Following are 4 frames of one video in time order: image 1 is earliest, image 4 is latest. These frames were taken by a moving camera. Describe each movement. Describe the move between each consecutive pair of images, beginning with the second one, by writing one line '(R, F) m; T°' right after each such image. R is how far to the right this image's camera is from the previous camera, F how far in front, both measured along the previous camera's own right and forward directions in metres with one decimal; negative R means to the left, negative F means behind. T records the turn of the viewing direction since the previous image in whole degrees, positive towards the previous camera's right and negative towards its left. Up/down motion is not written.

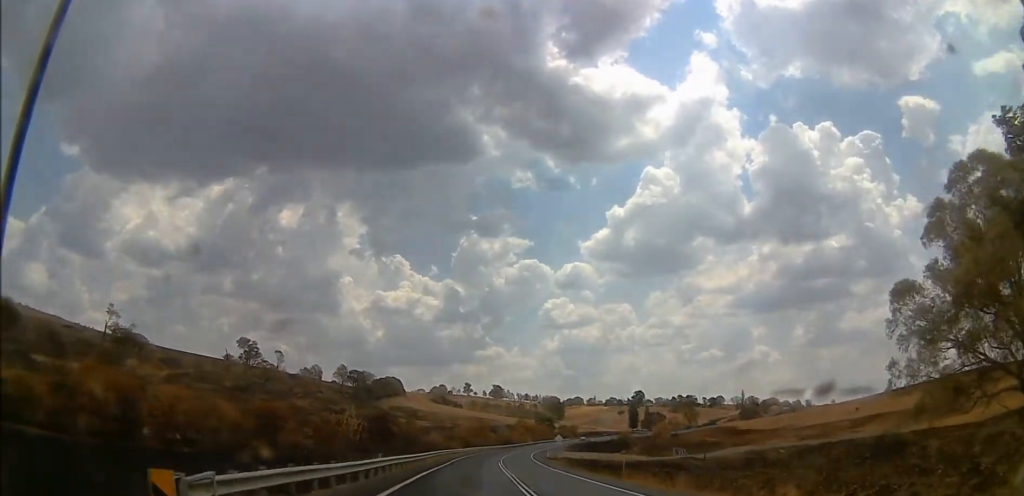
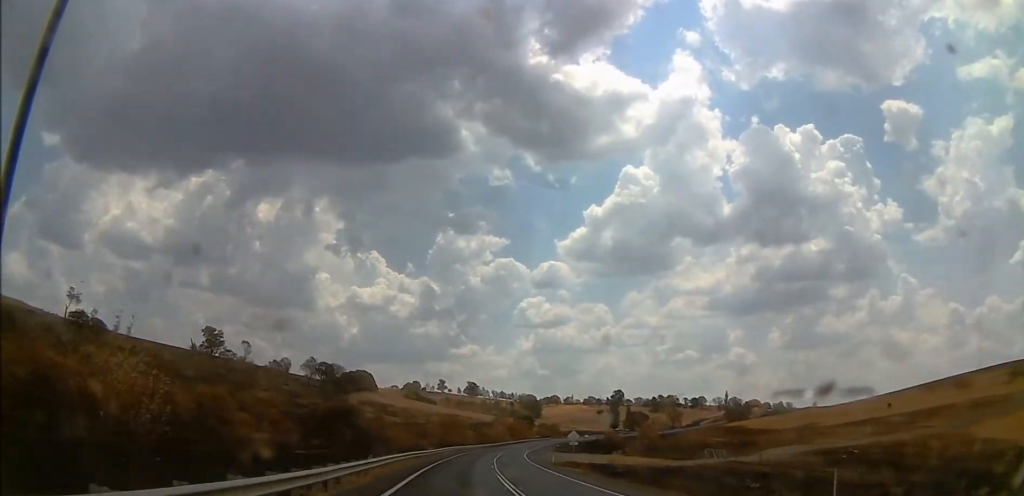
(-0.2, +22.2) m; +2°
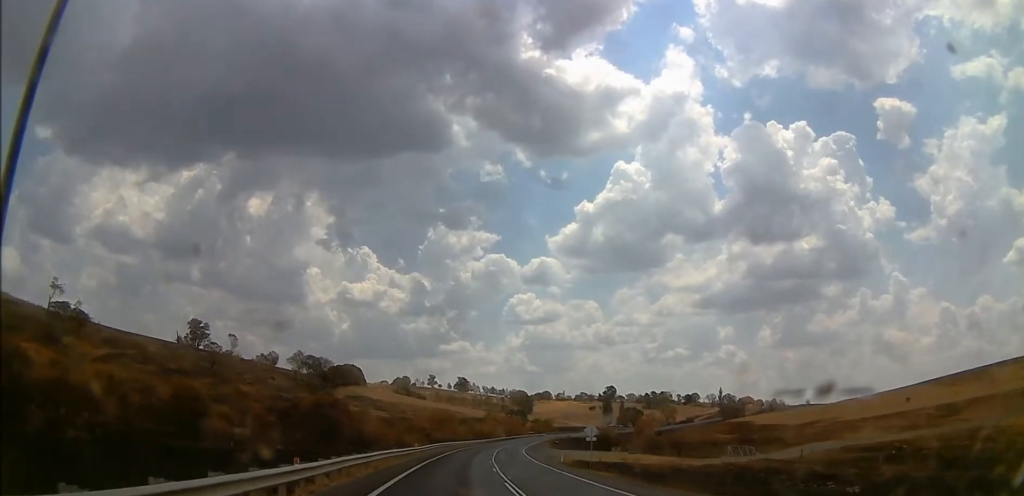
(+0.1, +9.7) m; +3°
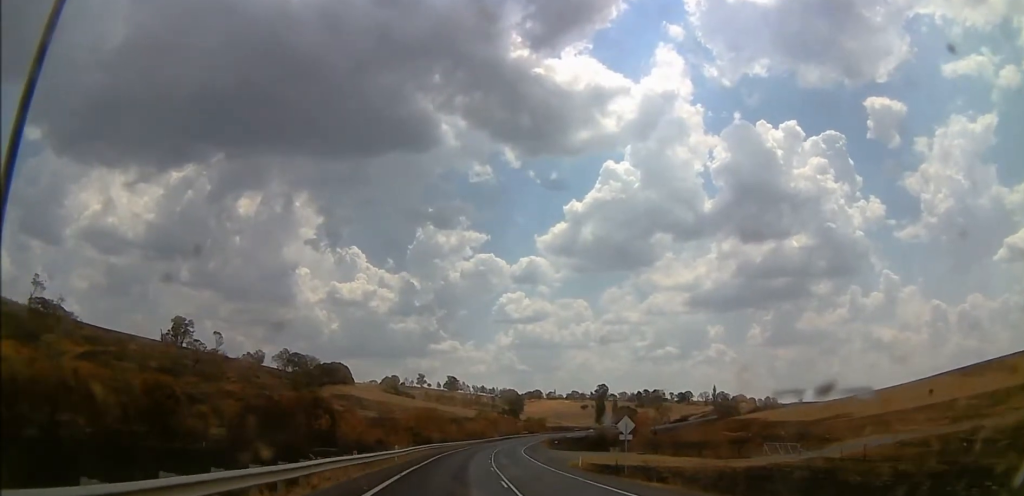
(+1.0, +10.9) m; 0°
